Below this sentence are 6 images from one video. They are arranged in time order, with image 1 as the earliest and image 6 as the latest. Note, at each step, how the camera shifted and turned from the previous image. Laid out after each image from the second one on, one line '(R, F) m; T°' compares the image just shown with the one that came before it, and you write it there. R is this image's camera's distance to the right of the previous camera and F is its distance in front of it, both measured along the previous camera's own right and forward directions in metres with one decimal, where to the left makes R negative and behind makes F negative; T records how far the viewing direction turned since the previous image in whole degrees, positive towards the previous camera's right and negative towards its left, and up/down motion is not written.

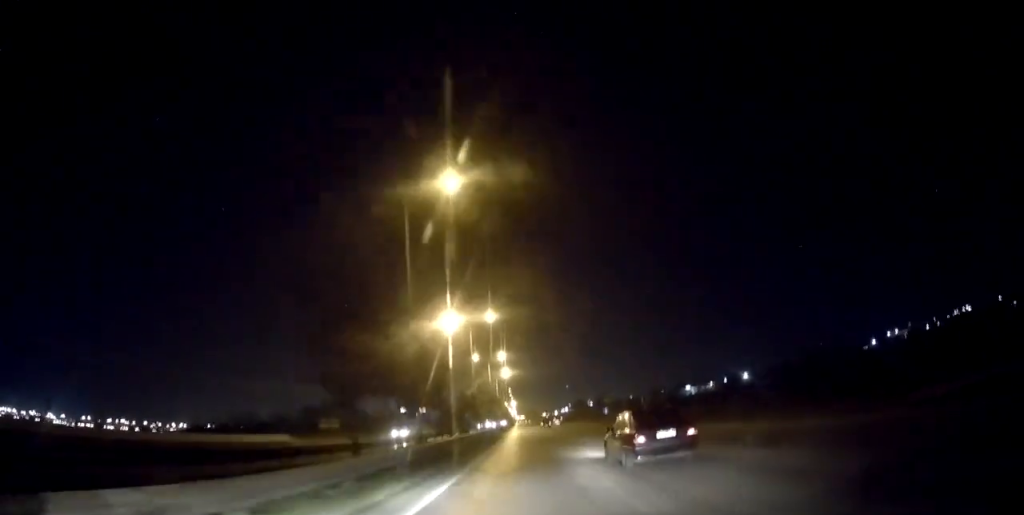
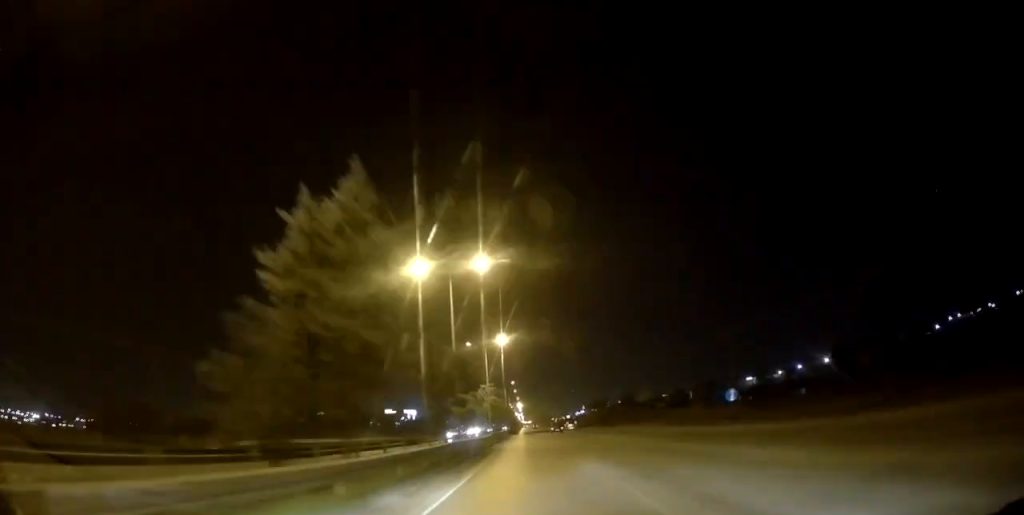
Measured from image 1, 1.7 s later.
(+0.1, +57.2) m; 0°
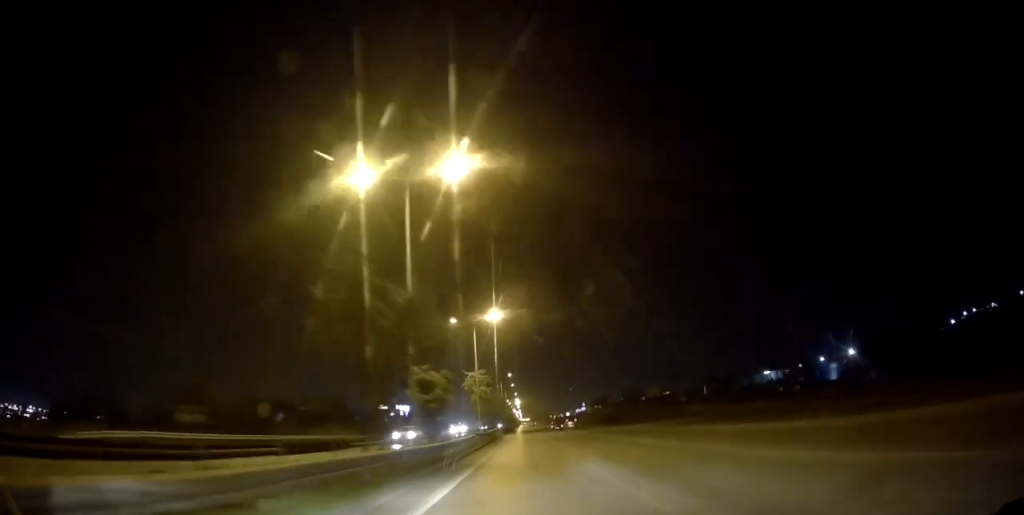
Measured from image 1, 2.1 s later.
(-0.1, +14.4) m; 0°
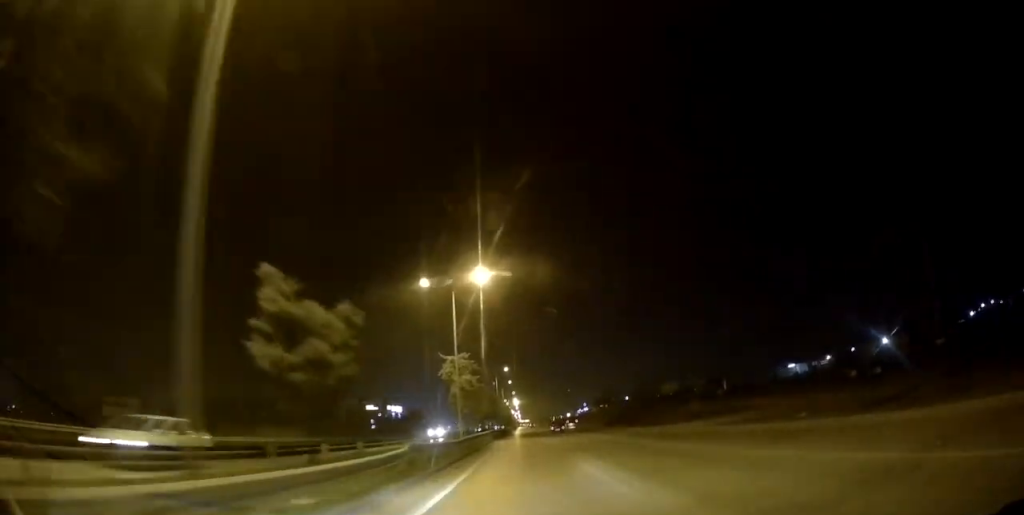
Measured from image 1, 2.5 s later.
(0.0, +16.2) m; 0°
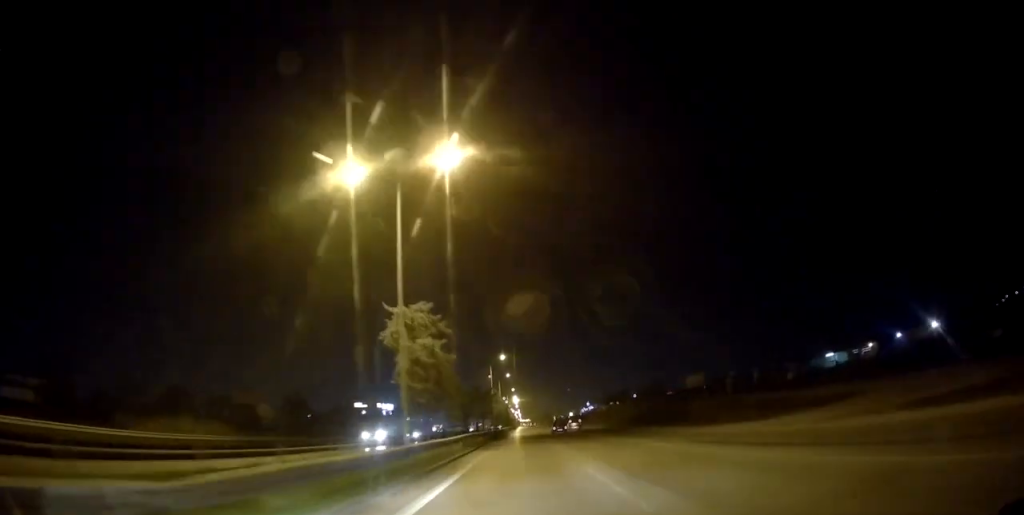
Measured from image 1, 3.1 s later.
(+0.2, +19.1) m; 0°
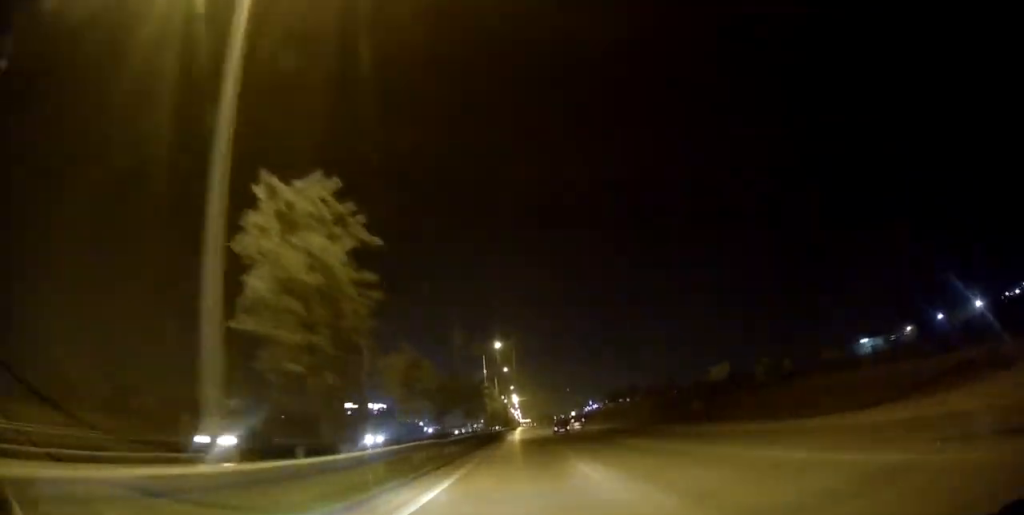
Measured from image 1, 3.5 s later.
(0.0, +14.5) m; 0°
